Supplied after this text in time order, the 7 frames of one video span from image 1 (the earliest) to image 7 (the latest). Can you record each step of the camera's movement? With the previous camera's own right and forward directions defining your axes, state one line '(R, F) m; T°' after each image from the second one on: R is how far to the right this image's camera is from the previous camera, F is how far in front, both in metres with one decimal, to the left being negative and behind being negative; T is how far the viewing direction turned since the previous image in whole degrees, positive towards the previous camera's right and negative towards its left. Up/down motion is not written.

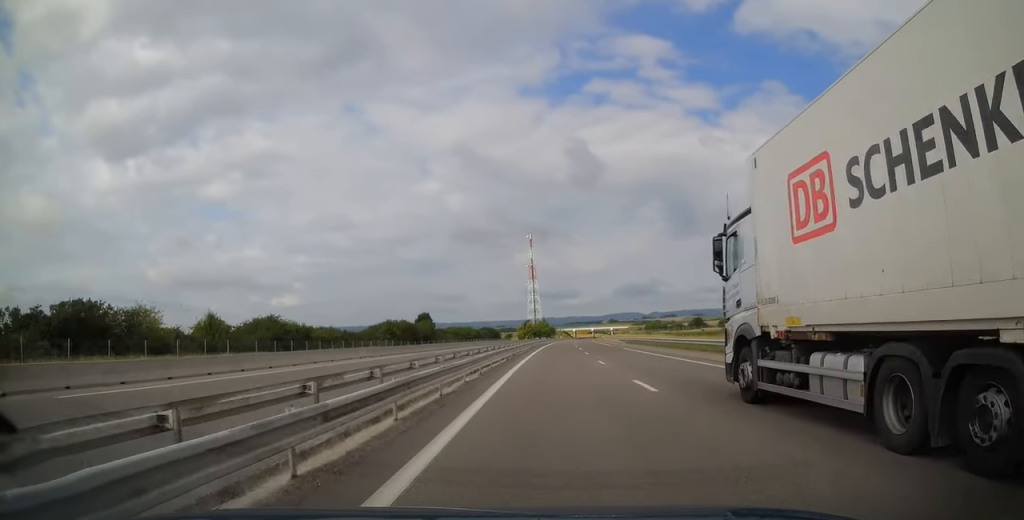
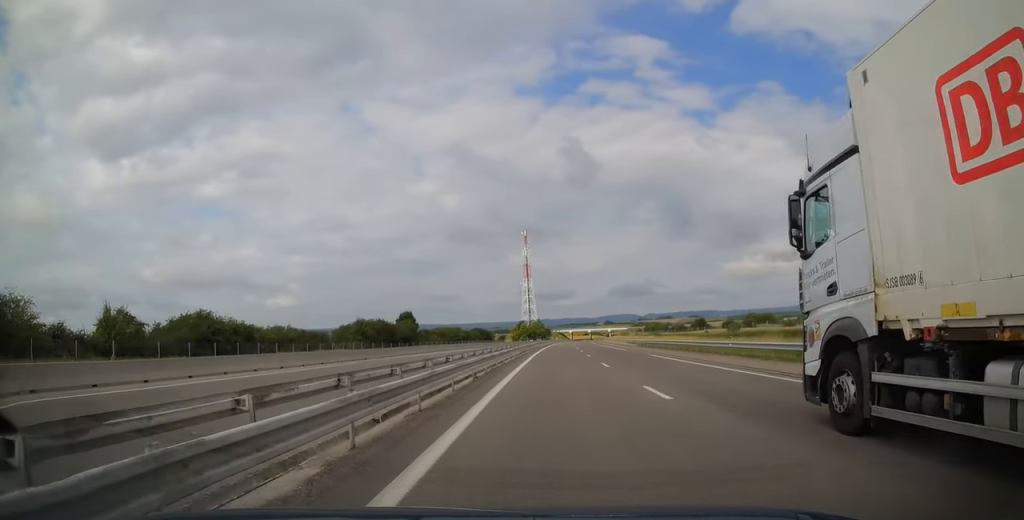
(+0.2, +14.2) m; +1°
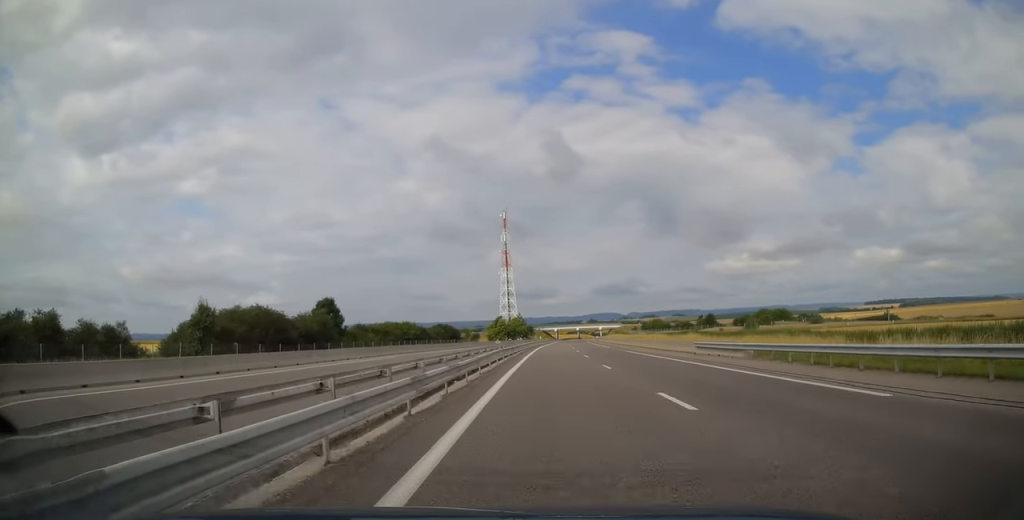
(+0.8, +40.7) m; +2°
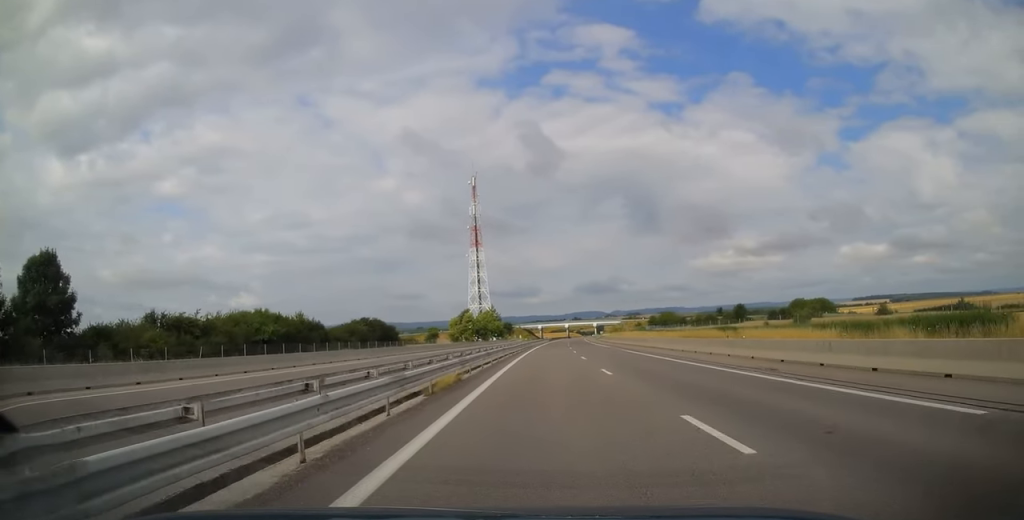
(0.0, +55.4) m; +1°
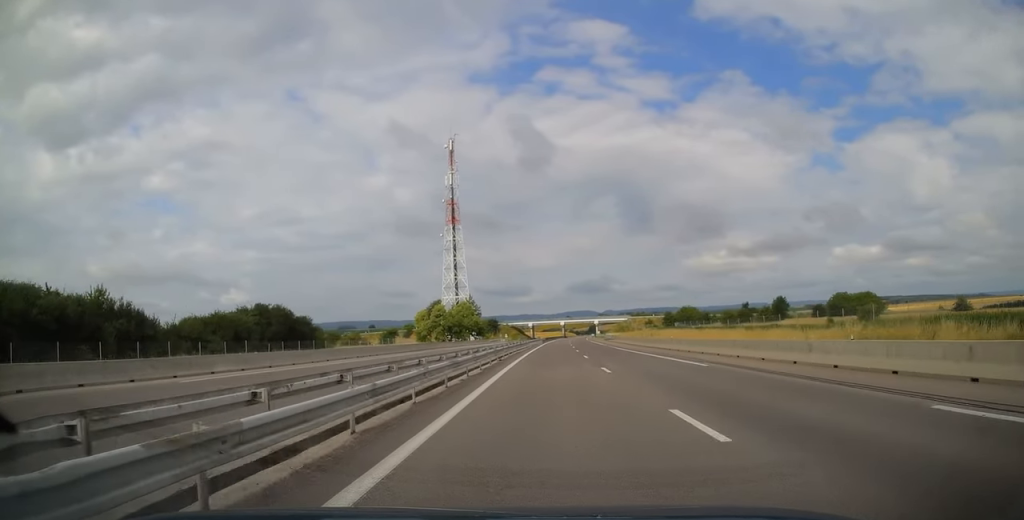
(+0.5, +37.8) m; +1°
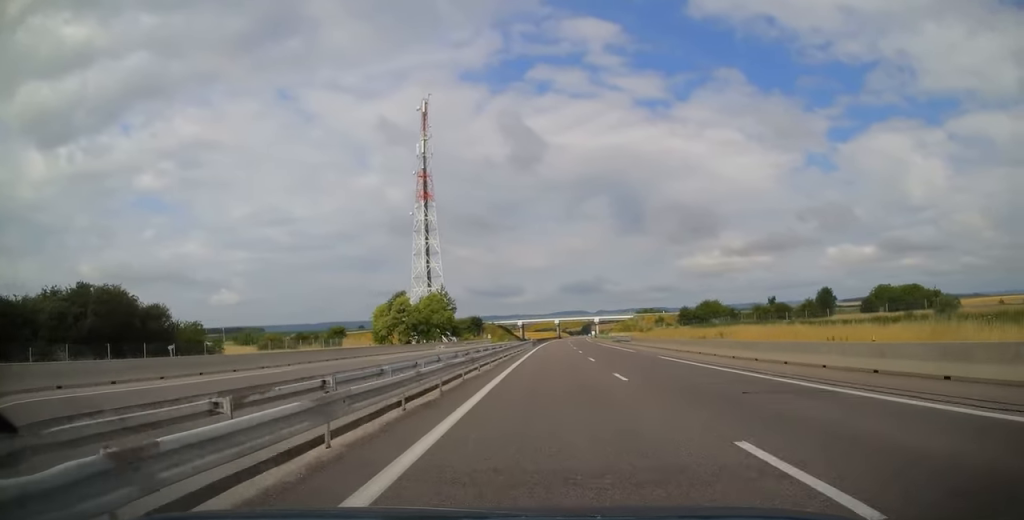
(0.0, +29.0) m; +1°
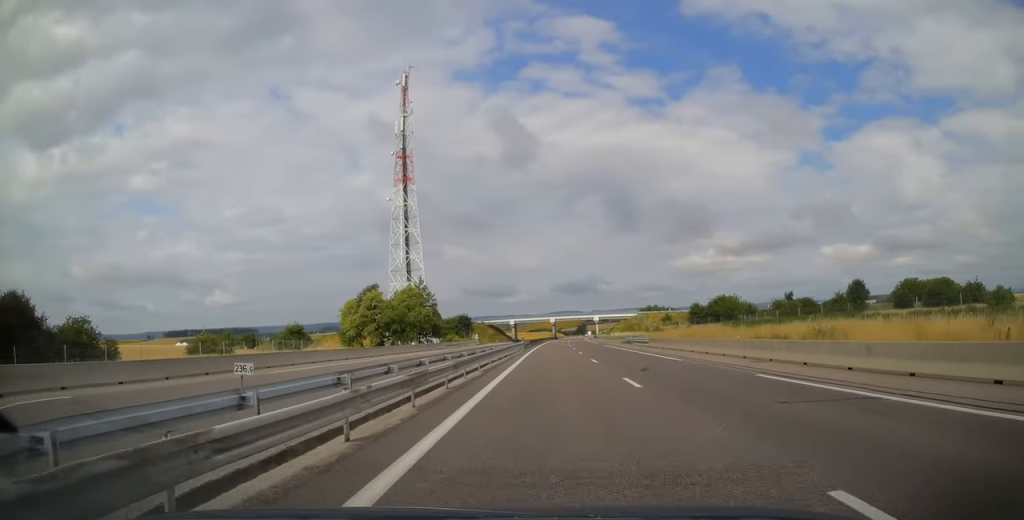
(+0.2, +15.2) m; 0°
